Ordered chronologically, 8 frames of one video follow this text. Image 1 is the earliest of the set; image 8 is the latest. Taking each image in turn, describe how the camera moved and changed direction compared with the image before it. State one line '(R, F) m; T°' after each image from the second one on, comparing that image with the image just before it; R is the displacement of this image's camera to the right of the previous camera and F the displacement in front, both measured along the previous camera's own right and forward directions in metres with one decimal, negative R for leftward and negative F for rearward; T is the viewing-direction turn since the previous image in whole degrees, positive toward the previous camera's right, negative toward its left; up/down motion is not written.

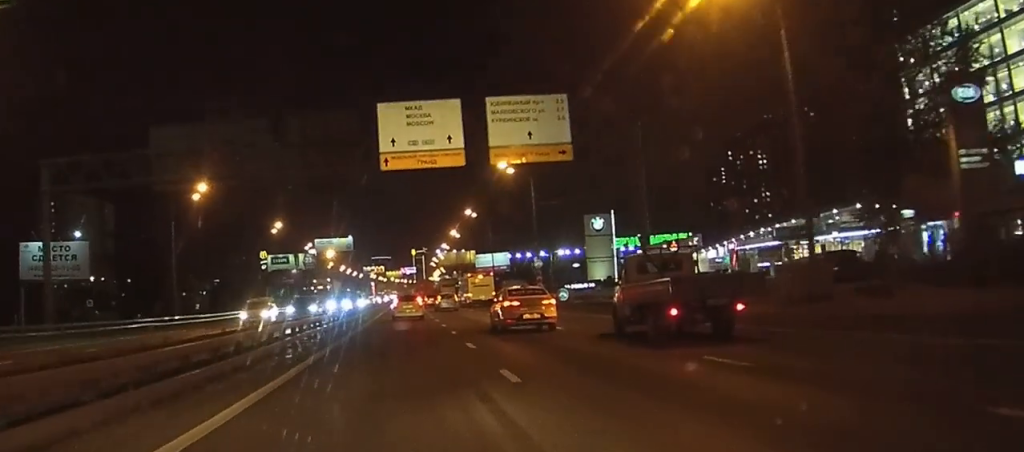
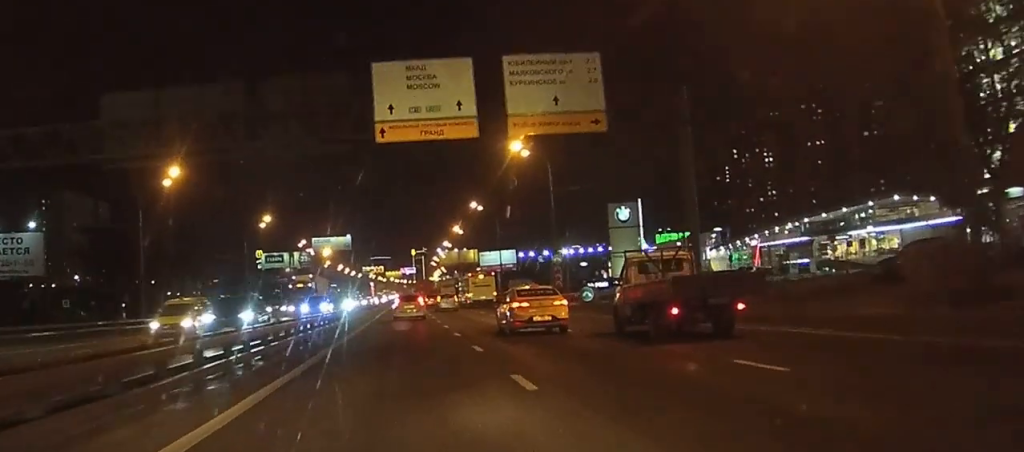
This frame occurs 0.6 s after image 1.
(0.0, +9.2) m; 0°
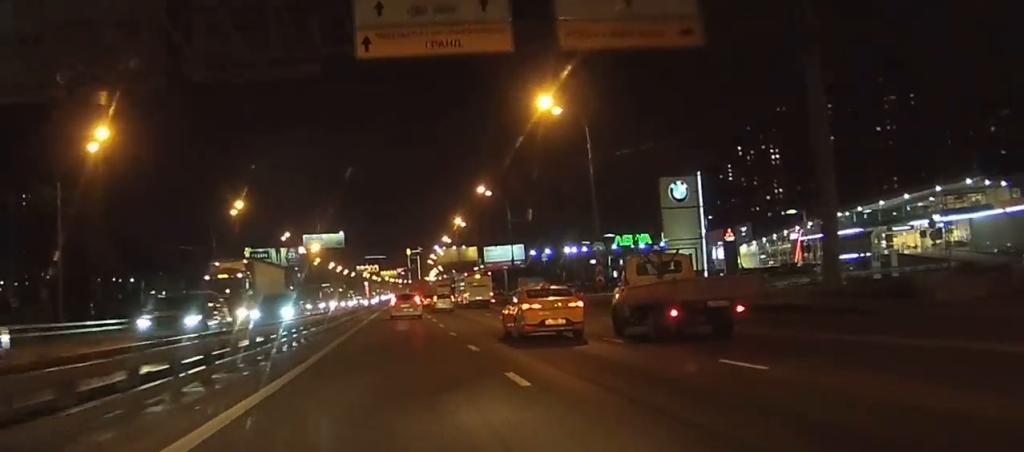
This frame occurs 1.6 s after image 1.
(0.0, +15.3) m; 0°
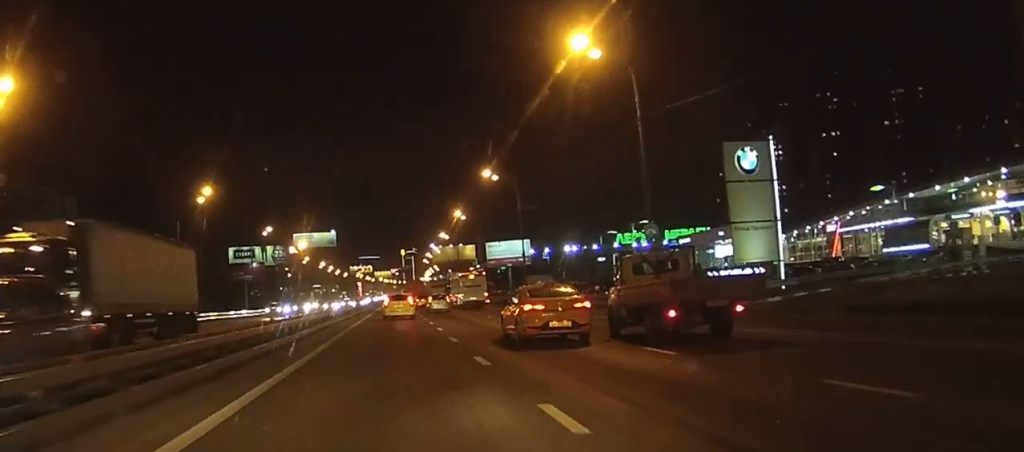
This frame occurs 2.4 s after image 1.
(-0.1, +12.2) m; 0°
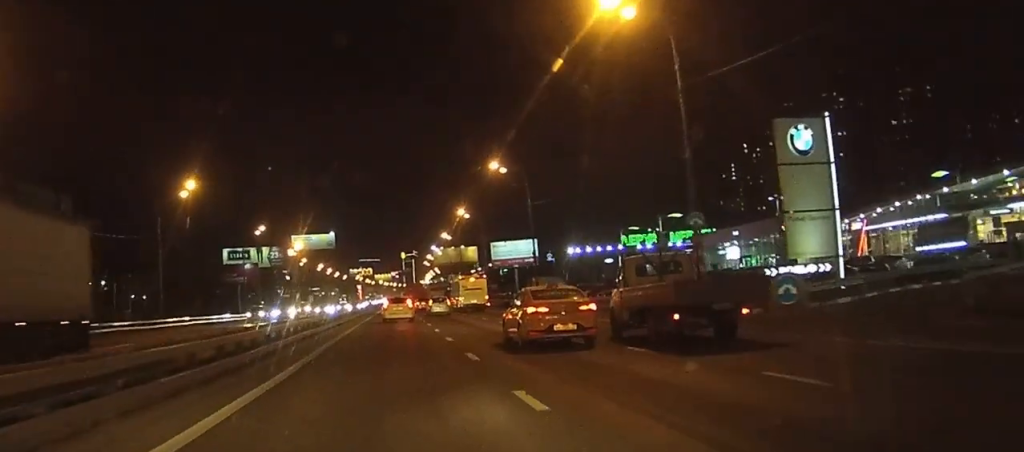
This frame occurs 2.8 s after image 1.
(0.0, +6.2) m; 0°
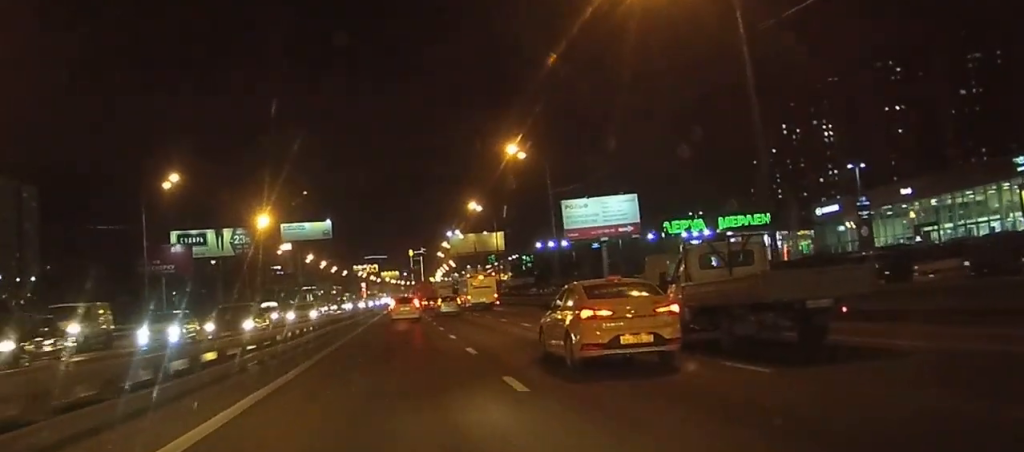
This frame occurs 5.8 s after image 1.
(-0.1, +45.9) m; -1°
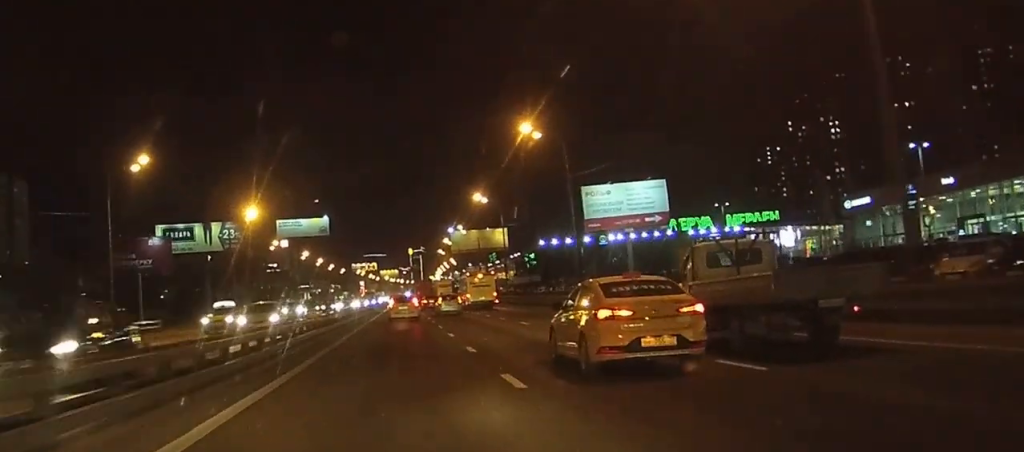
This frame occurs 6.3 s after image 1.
(0.0, +7.8) m; 0°
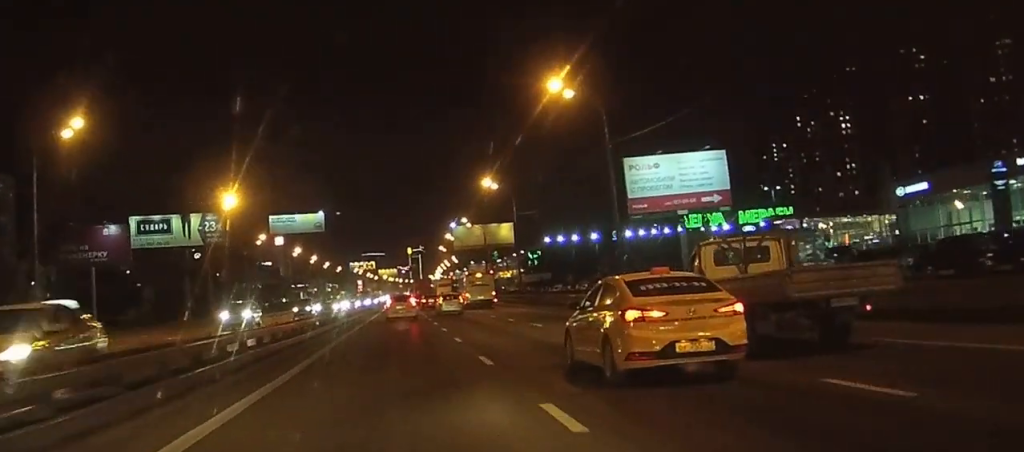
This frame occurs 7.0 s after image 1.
(0.0, +12.0) m; 0°
